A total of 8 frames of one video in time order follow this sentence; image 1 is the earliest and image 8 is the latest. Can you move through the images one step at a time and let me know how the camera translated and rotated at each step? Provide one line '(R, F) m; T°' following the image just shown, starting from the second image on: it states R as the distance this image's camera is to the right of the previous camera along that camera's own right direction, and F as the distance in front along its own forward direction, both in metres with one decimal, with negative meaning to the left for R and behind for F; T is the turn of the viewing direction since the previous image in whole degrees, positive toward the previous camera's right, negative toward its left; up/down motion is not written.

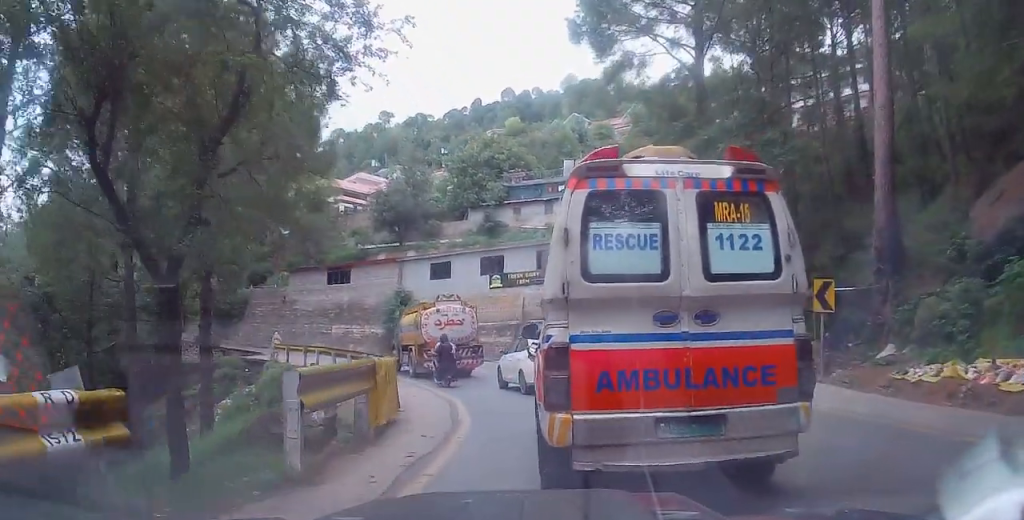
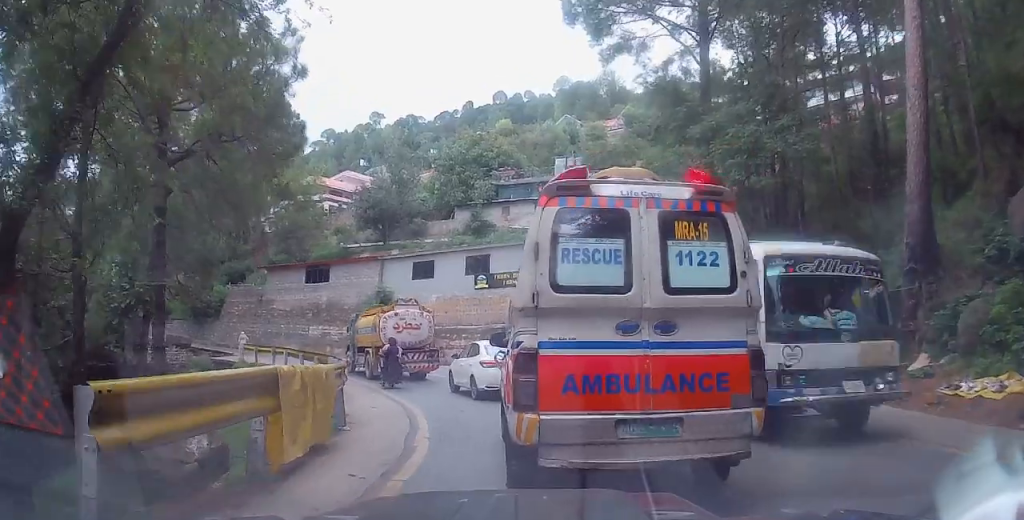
(-0.1, +2.3) m; +3°
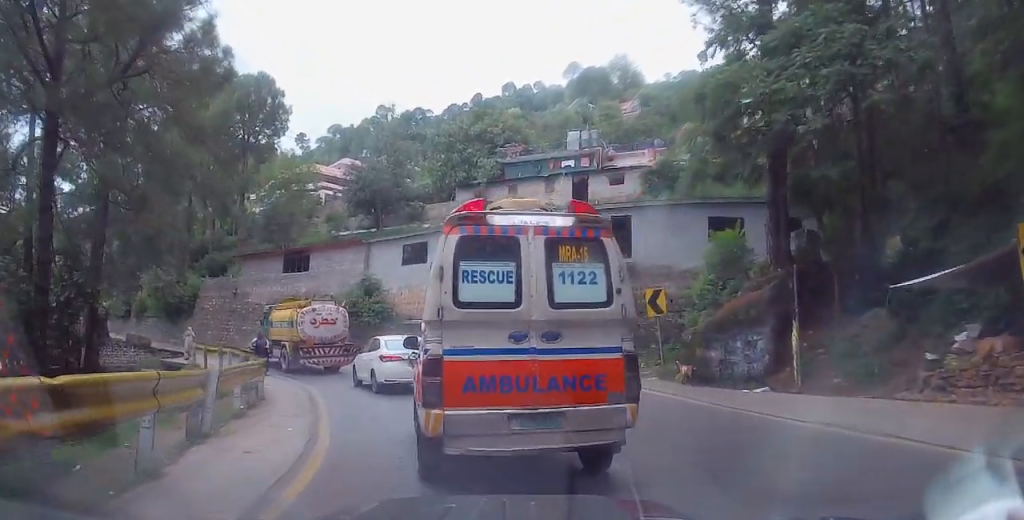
(-0.2, +6.0) m; -8°
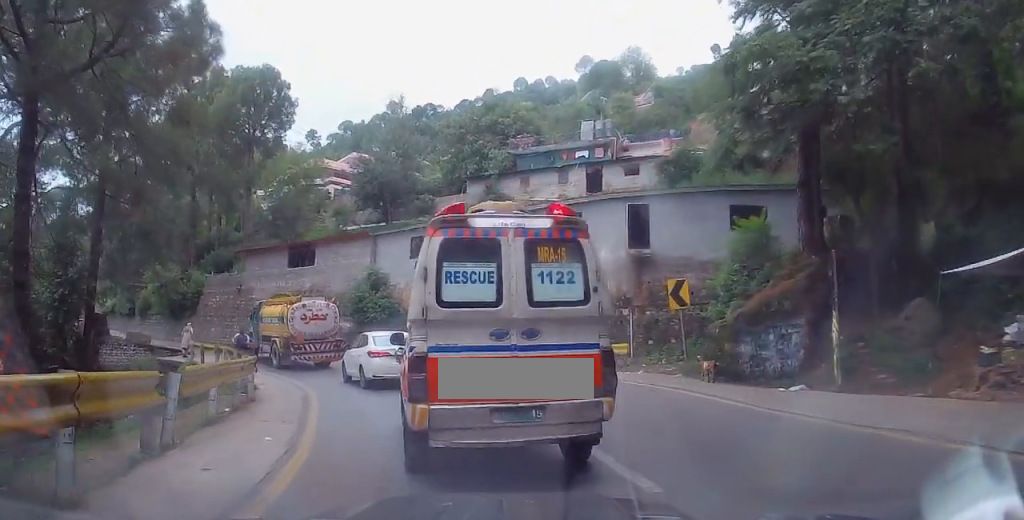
(-0.2, +1.4) m; -3°
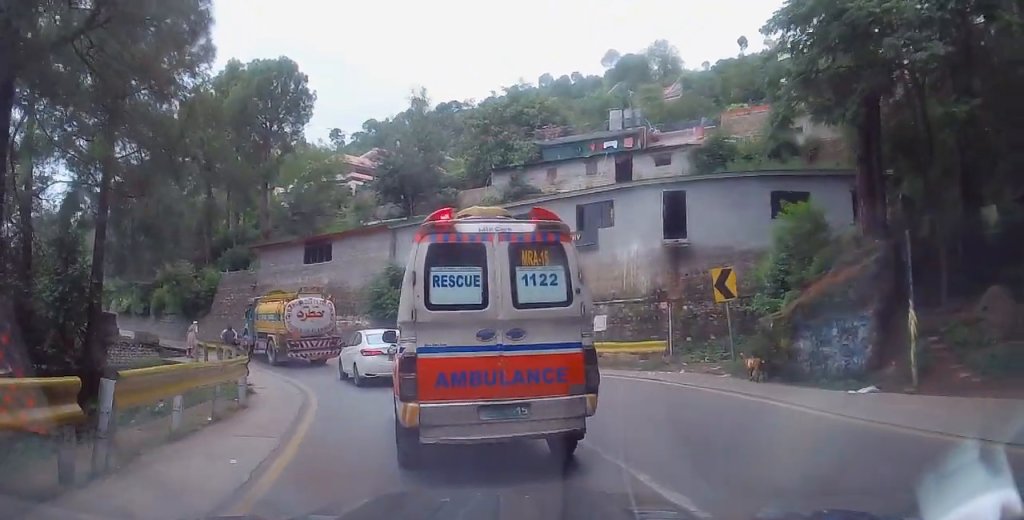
(+0.1, +2.0) m; +1°
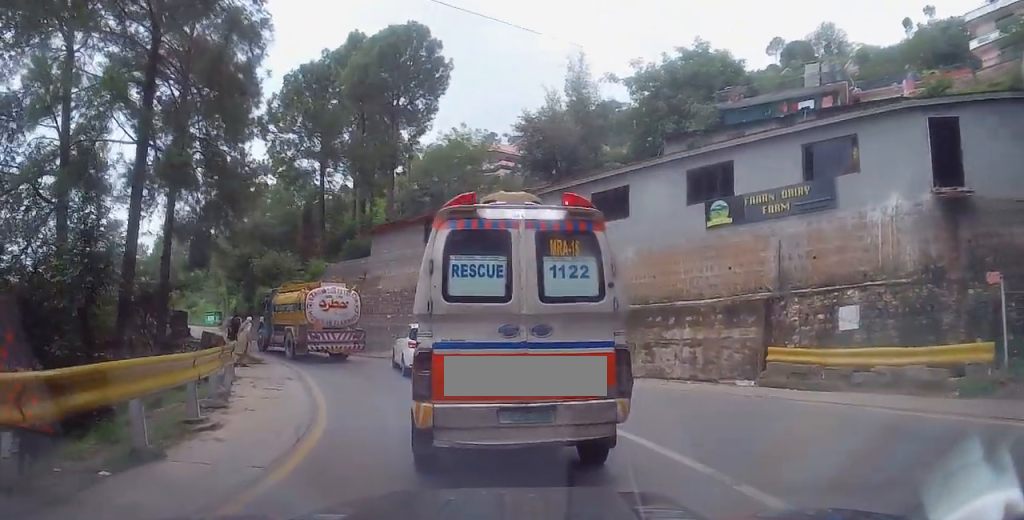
(-0.4, +9.1) m; -8°
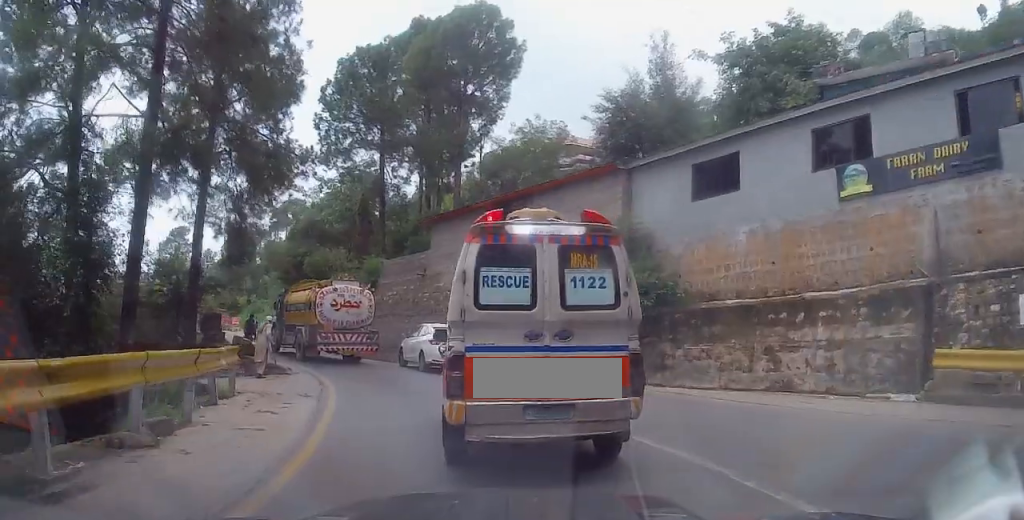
(-0.1, +4.3) m; -9°
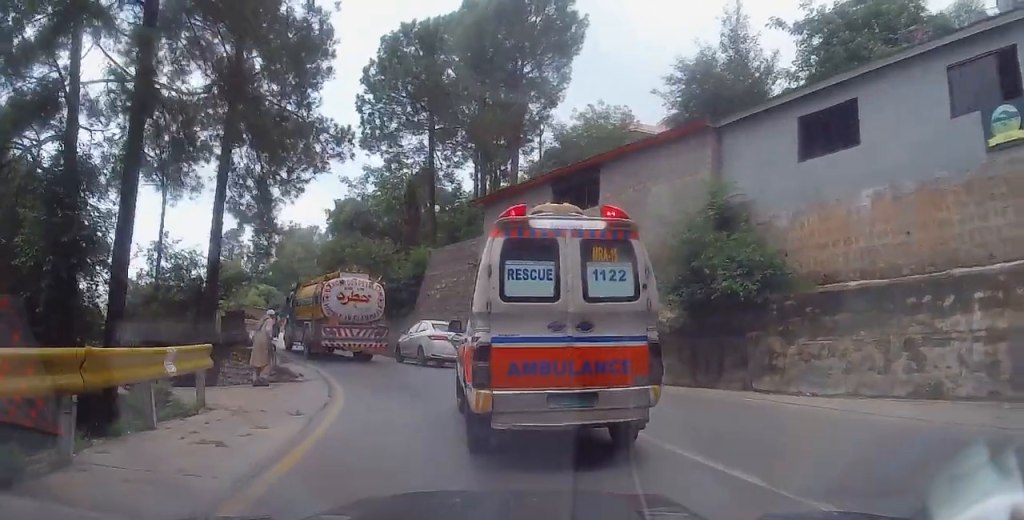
(-0.3, +3.6) m; -8°
